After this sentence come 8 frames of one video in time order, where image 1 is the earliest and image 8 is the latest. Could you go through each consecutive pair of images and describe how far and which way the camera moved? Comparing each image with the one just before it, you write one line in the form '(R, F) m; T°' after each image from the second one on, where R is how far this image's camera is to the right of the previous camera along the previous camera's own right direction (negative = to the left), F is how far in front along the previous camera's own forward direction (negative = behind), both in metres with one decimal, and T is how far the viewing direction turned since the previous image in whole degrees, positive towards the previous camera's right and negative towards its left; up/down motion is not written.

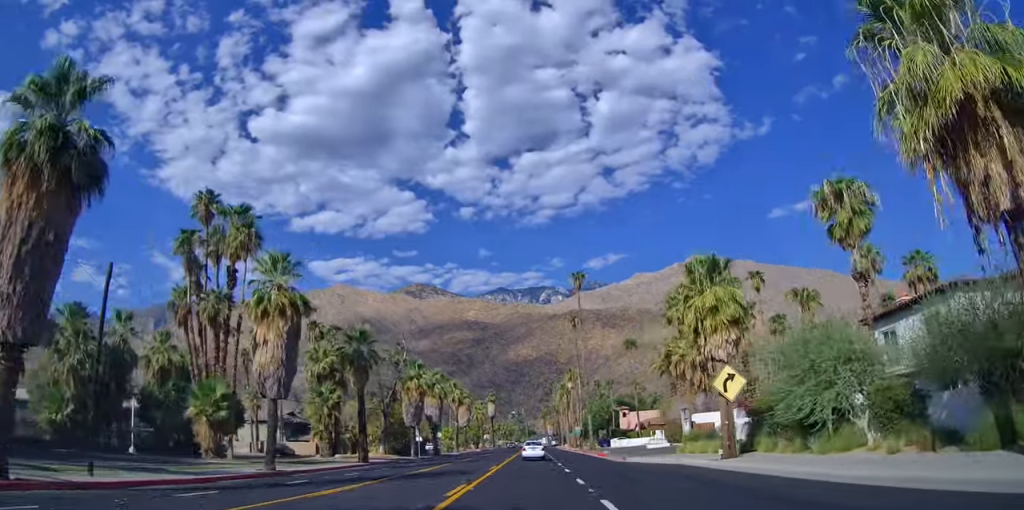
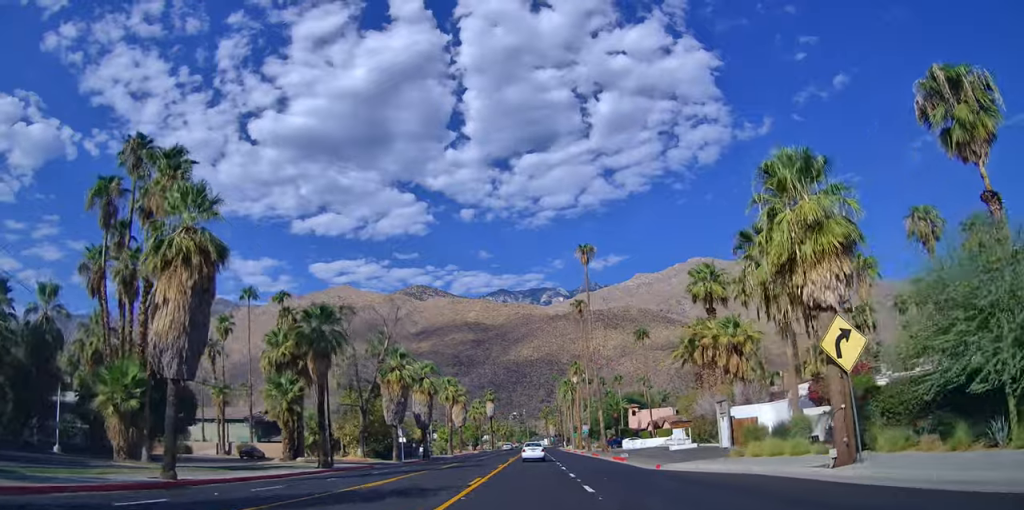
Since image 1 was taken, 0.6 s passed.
(0.0, +9.8) m; 0°
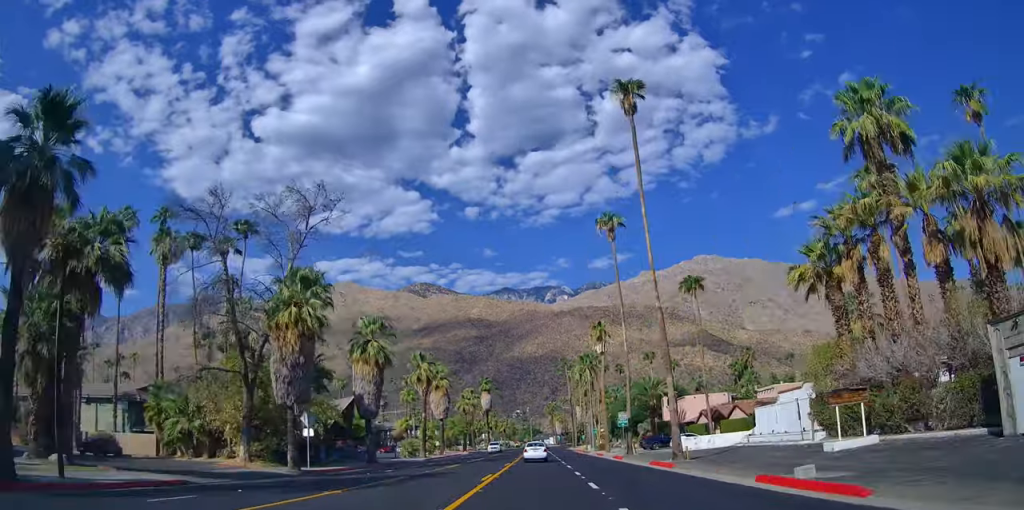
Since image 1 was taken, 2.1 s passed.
(0.0, +27.7) m; 0°
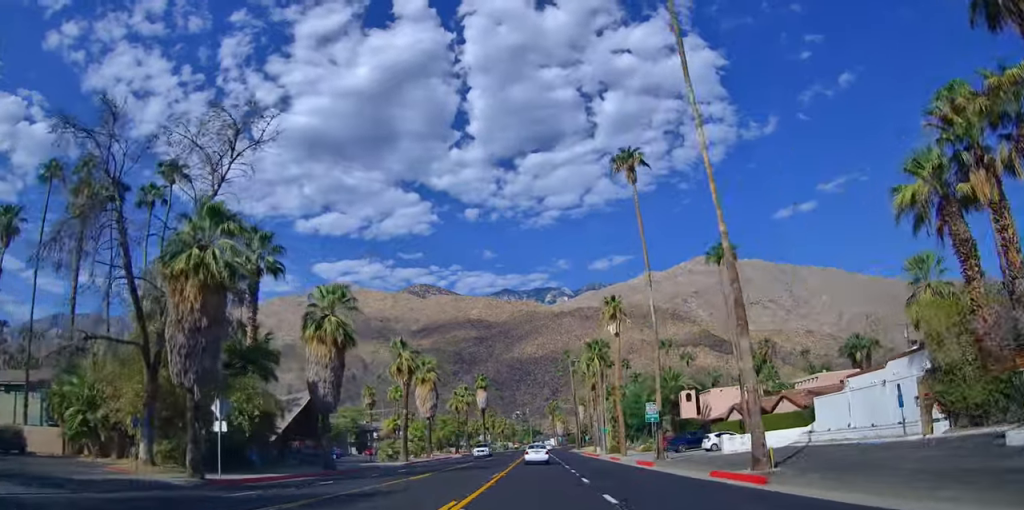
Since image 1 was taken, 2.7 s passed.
(0.0, +10.8) m; 0°
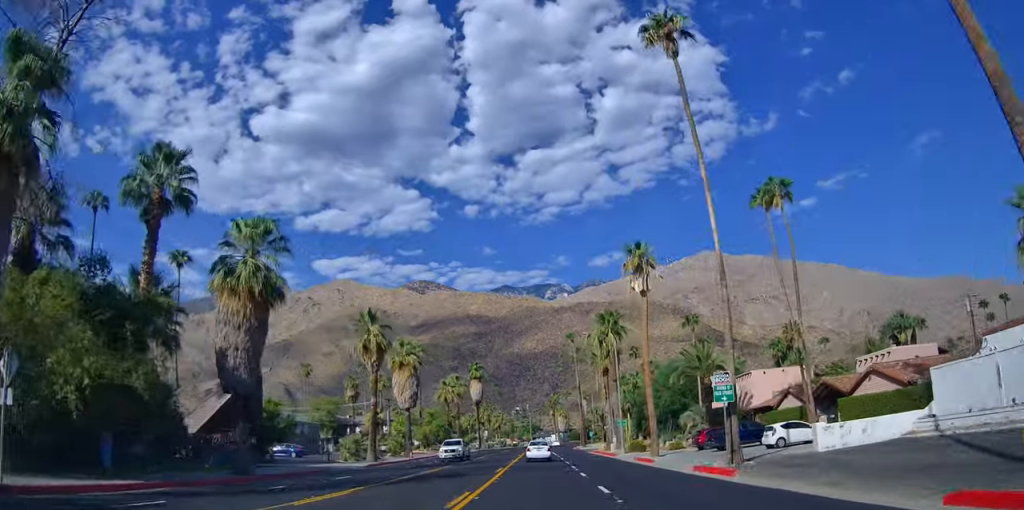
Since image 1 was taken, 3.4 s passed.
(0.0, +12.7) m; 0°
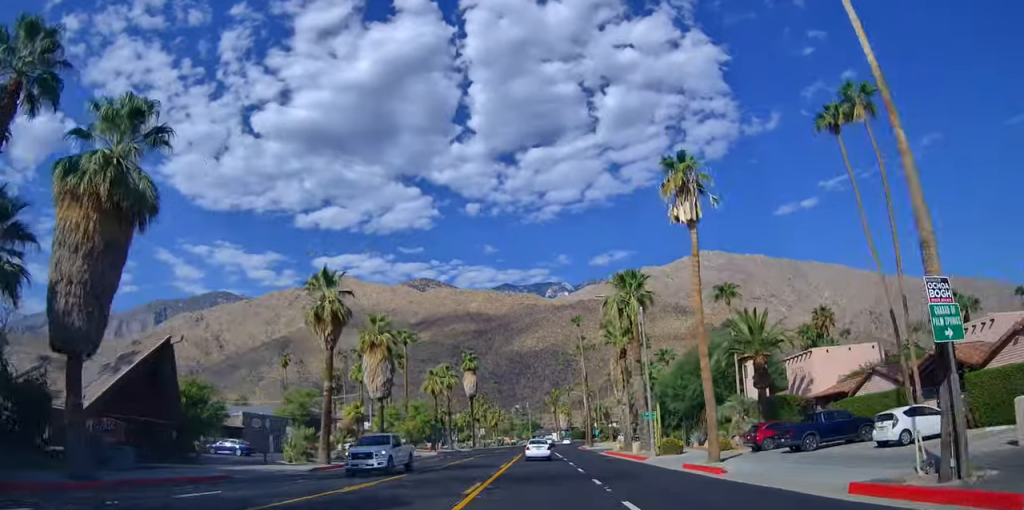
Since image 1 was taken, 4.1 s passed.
(0.0, +12.1) m; 0°
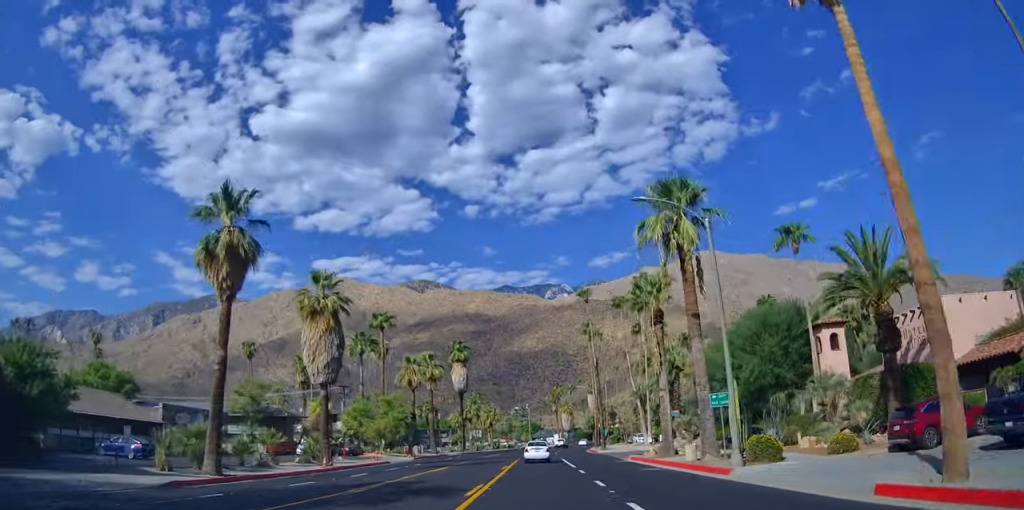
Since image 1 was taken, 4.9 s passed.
(0.0, +15.2) m; 0°
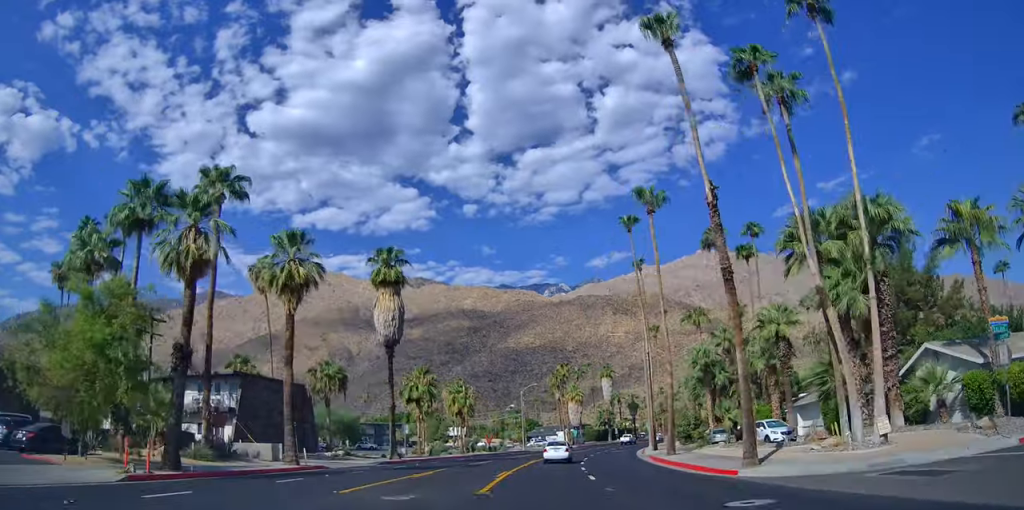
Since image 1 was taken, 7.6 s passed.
(+0.4, +46.6) m; +2°
